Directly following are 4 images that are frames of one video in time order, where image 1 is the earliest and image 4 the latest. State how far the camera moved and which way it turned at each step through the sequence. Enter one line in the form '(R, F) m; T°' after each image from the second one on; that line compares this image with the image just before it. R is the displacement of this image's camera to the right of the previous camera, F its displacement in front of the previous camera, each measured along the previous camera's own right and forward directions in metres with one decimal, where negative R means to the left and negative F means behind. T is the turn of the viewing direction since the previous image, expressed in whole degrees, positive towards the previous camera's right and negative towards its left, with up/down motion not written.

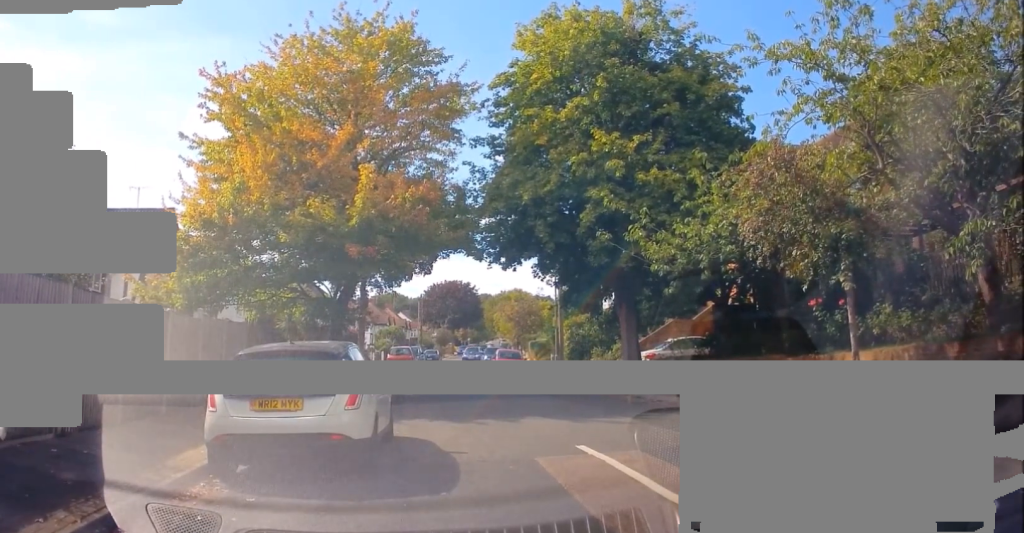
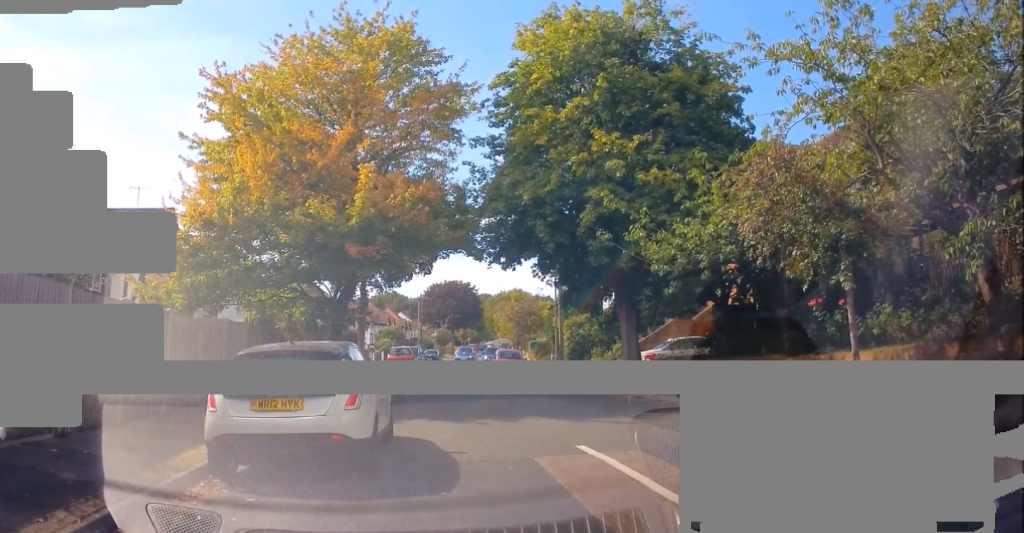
(0.0, 0.0) m; 0°
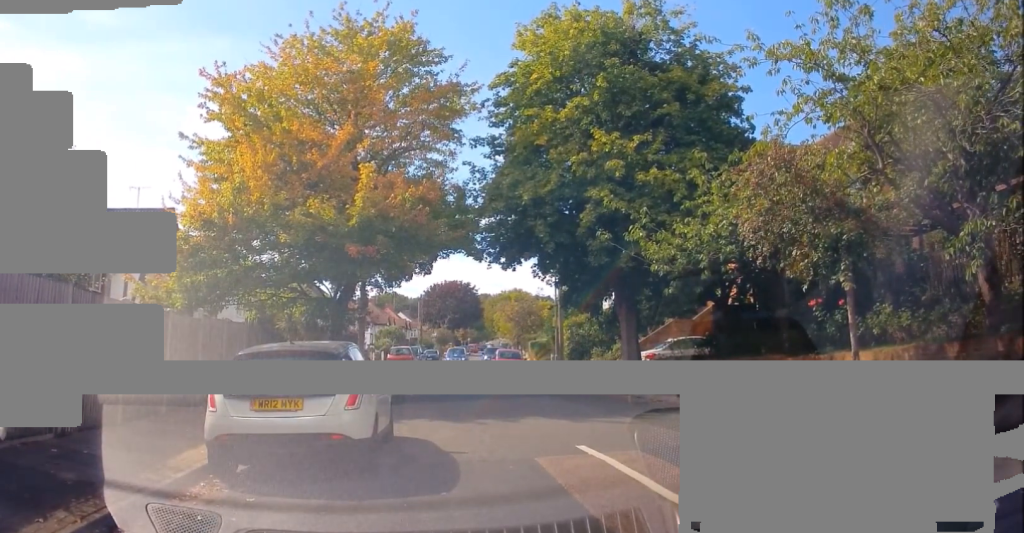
(0.0, 0.0) m; 0°
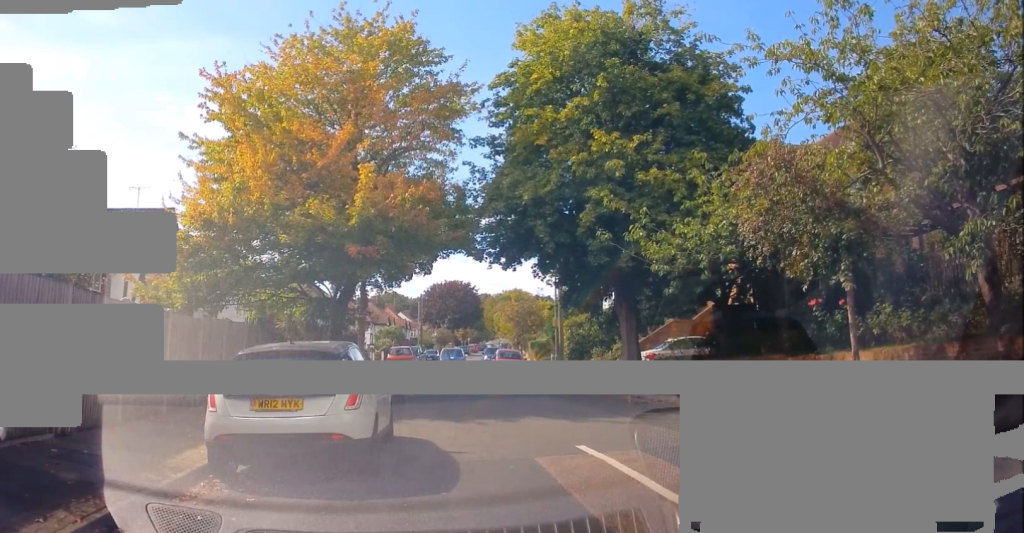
(0.0, 0.0) m; 0°
